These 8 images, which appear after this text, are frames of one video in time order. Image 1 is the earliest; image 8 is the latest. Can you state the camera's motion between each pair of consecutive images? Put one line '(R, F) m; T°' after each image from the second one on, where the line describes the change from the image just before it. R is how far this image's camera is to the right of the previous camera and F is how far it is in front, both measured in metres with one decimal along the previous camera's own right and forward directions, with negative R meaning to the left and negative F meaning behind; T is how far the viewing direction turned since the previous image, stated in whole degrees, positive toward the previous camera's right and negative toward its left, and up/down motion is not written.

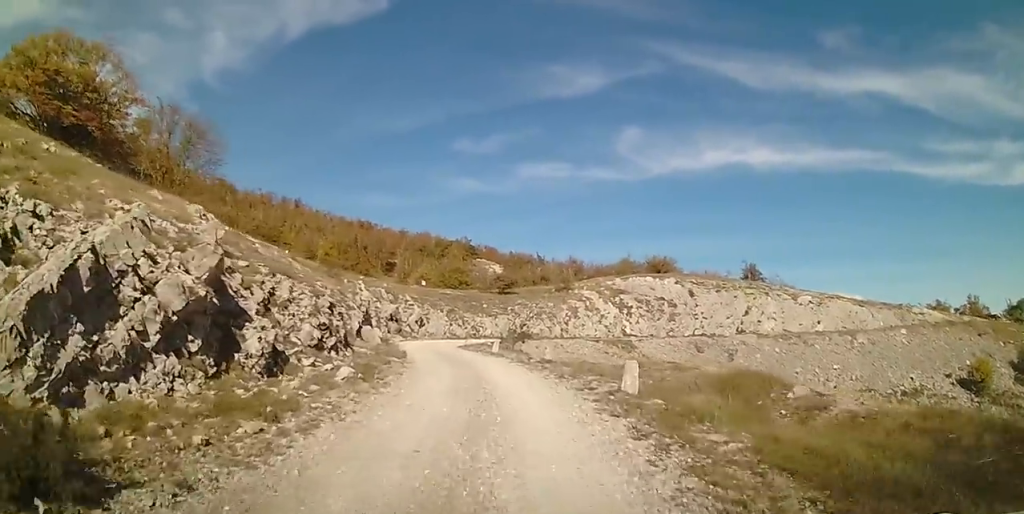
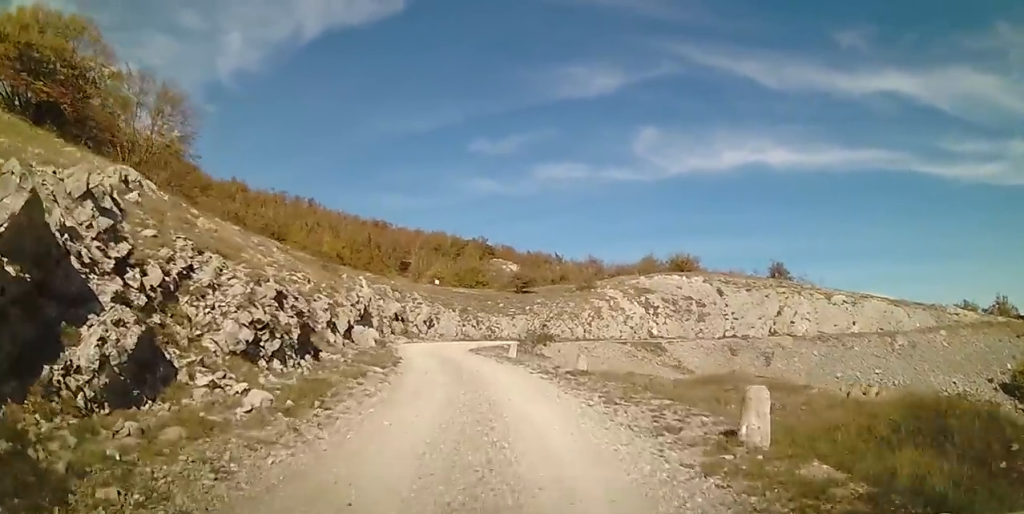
(-0.1, +4.7) m; -1°
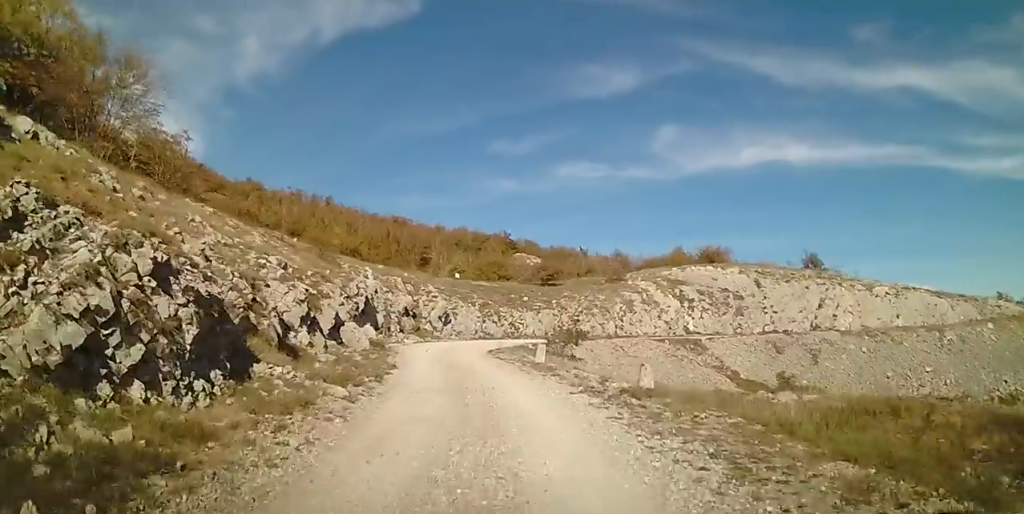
(0.0, +4.7) m; 0°
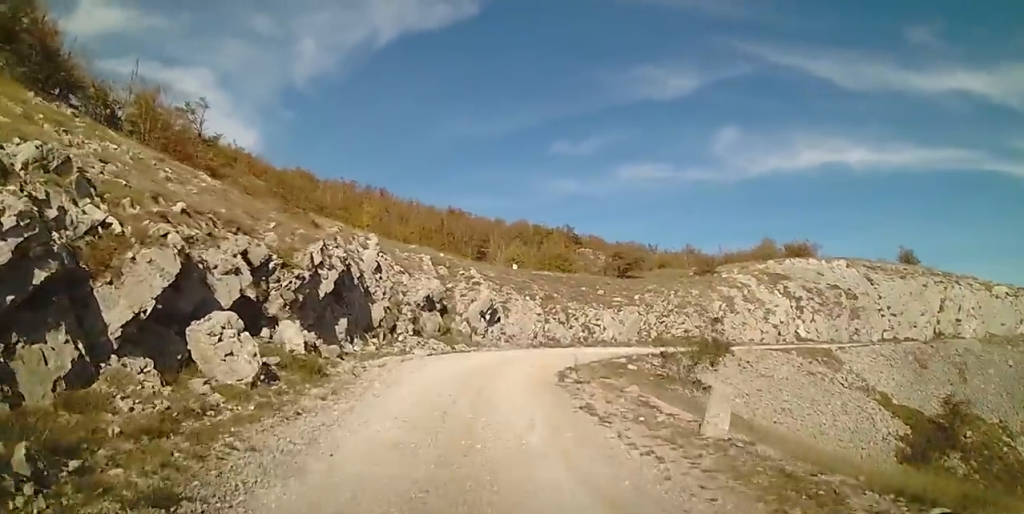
(-0.5, +12.1) m; -7°
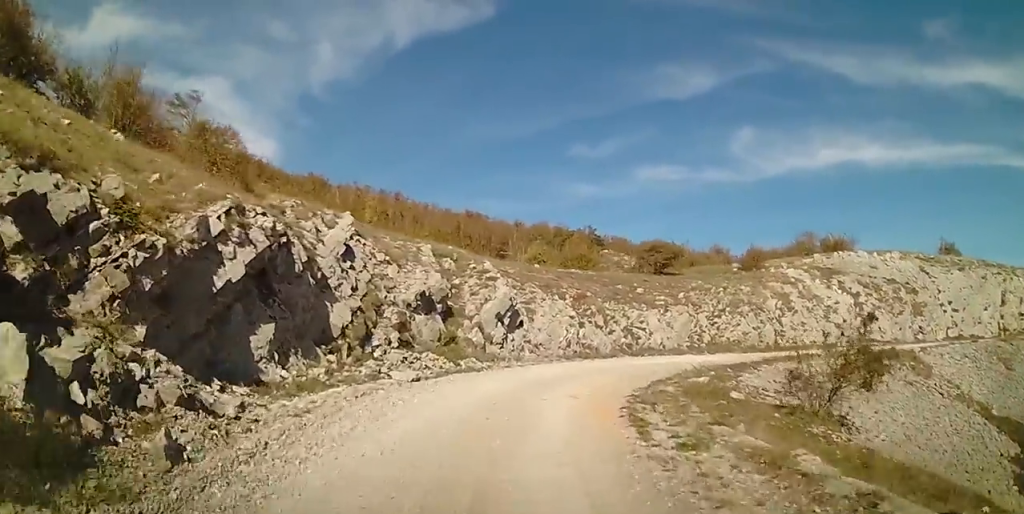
(-0.4, +6.3) m; 0°
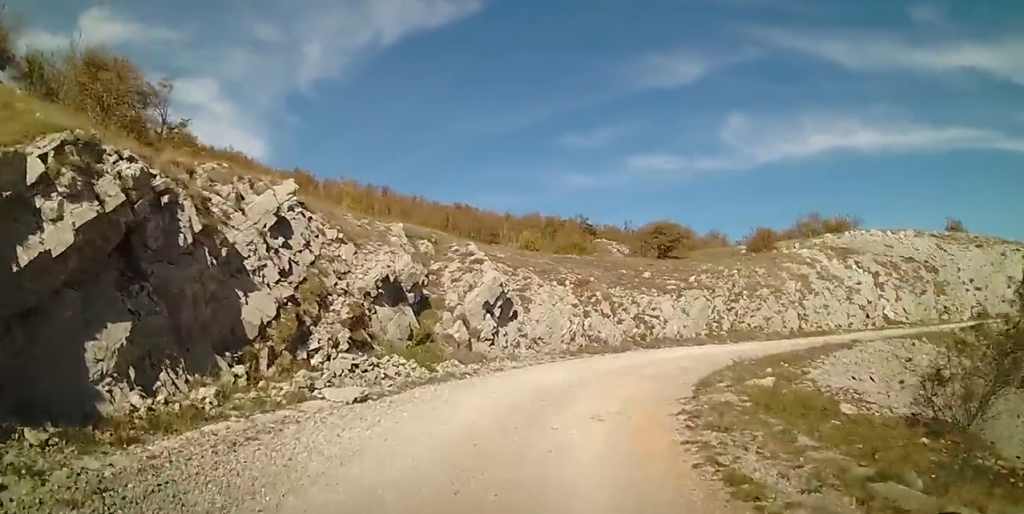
(+0.4, +3.8) m; +2°
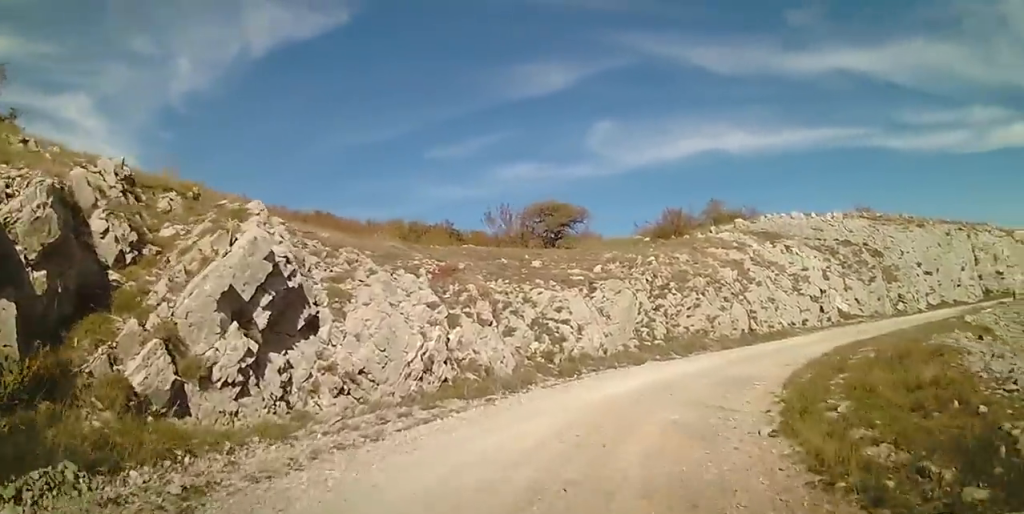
(+0.5, +9.1) m; +14°
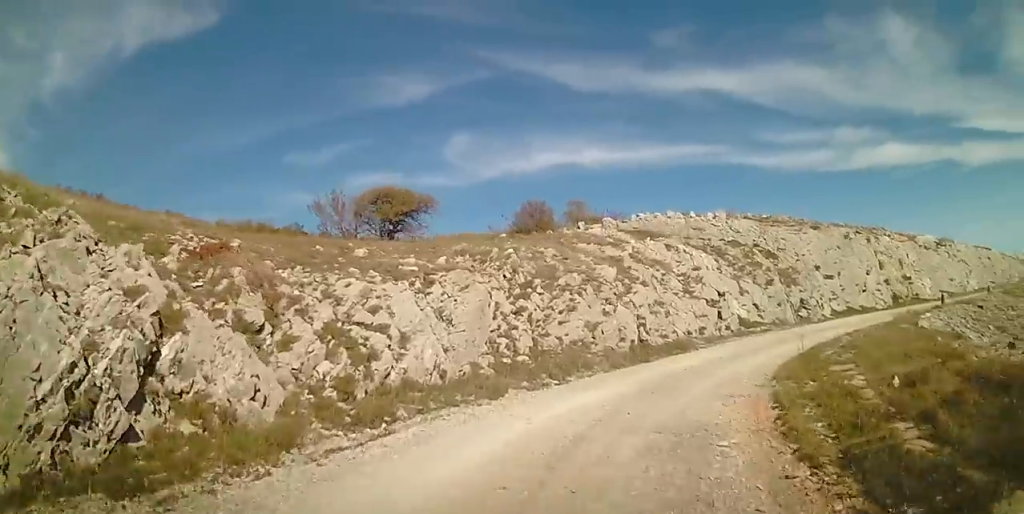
(+0.7, +5.2) m; +16°
